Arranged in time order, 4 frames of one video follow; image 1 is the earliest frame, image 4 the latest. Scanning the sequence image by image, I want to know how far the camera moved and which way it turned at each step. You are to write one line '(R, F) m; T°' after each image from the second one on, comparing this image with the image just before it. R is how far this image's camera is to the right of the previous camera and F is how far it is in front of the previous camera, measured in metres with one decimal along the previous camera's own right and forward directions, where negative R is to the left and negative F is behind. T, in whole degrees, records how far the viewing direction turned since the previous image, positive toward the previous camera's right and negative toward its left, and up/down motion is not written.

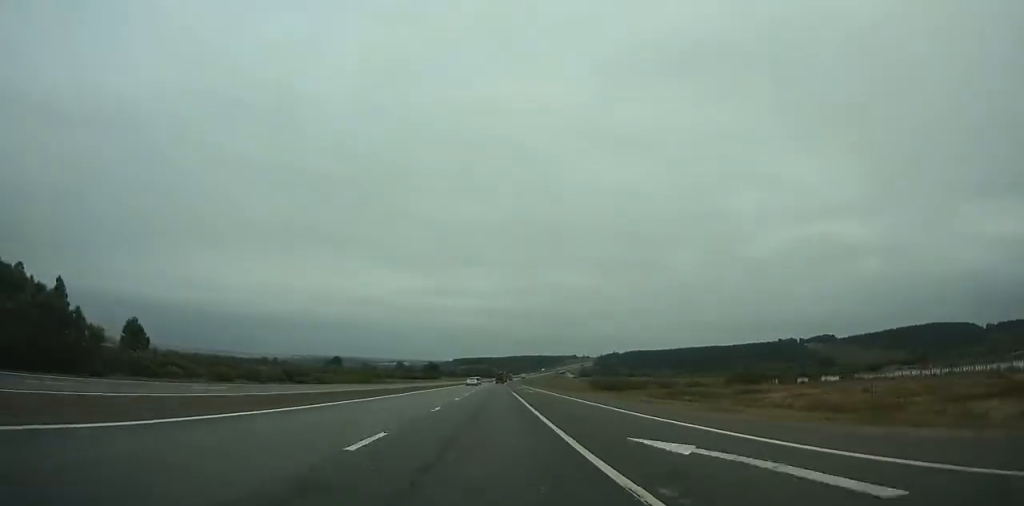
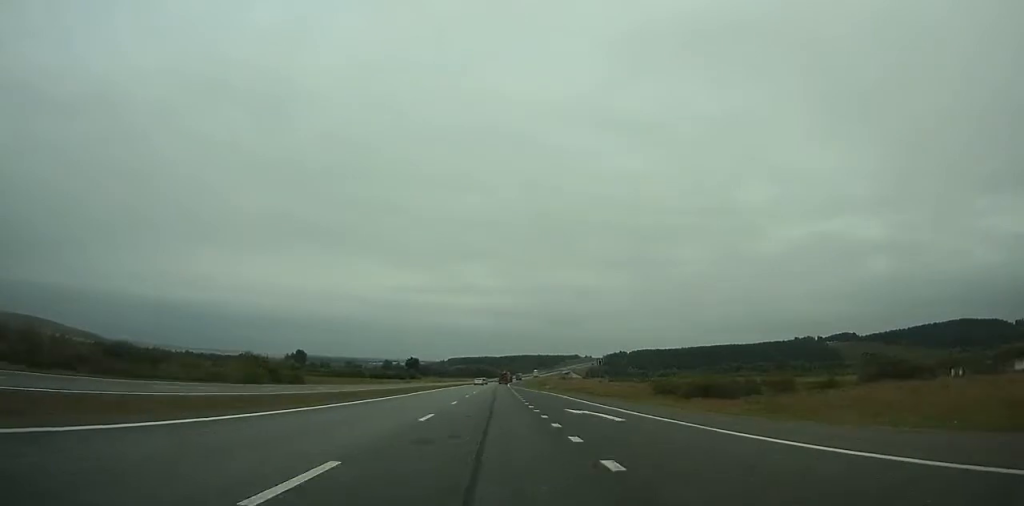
(+0.1, +74.6) m; 0°
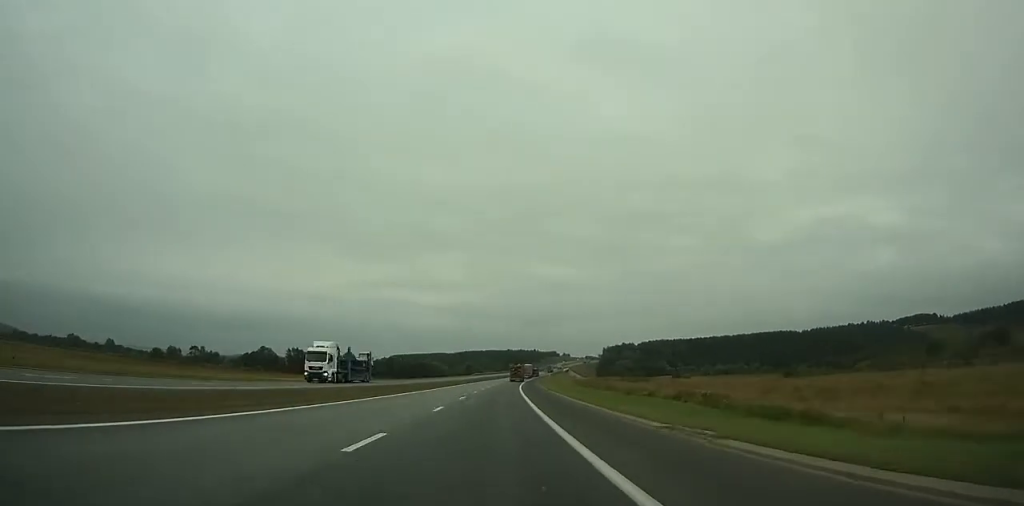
(+5.8, +293.1) m; +3°
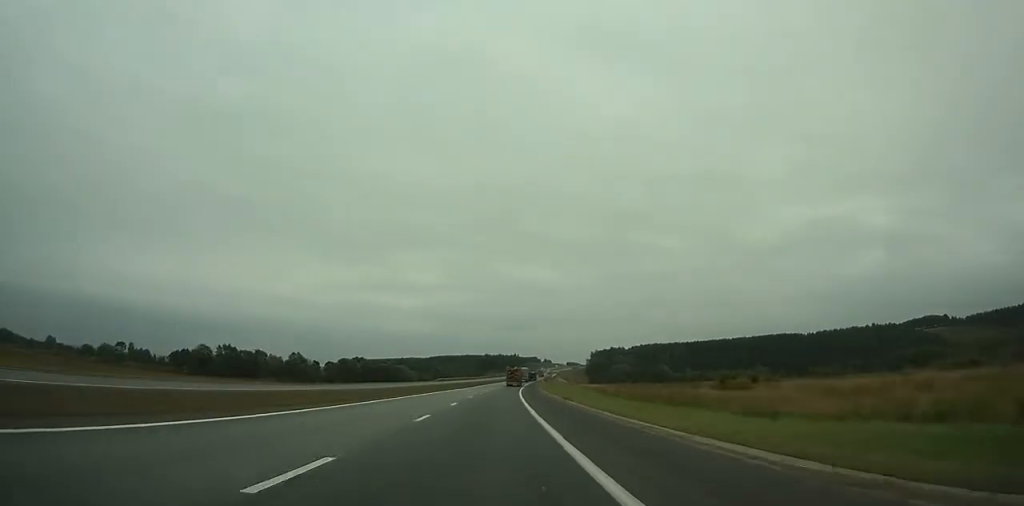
(+0.7, +62.6) m; +2°
